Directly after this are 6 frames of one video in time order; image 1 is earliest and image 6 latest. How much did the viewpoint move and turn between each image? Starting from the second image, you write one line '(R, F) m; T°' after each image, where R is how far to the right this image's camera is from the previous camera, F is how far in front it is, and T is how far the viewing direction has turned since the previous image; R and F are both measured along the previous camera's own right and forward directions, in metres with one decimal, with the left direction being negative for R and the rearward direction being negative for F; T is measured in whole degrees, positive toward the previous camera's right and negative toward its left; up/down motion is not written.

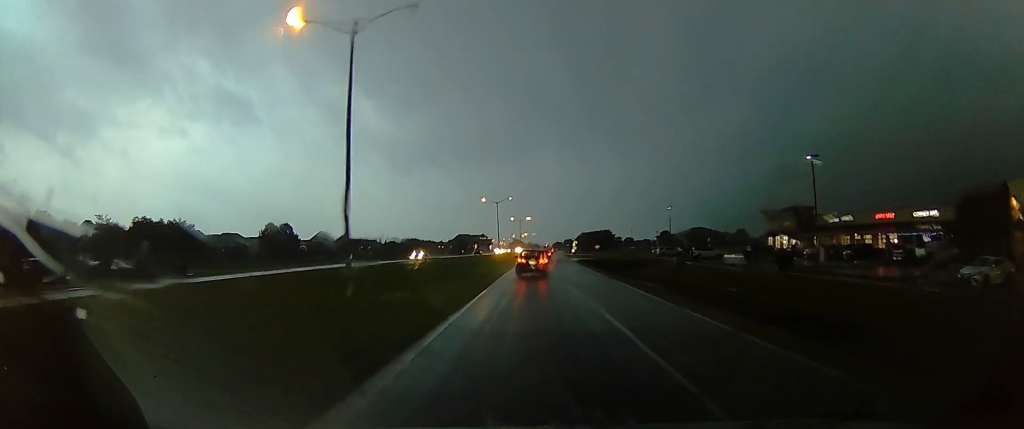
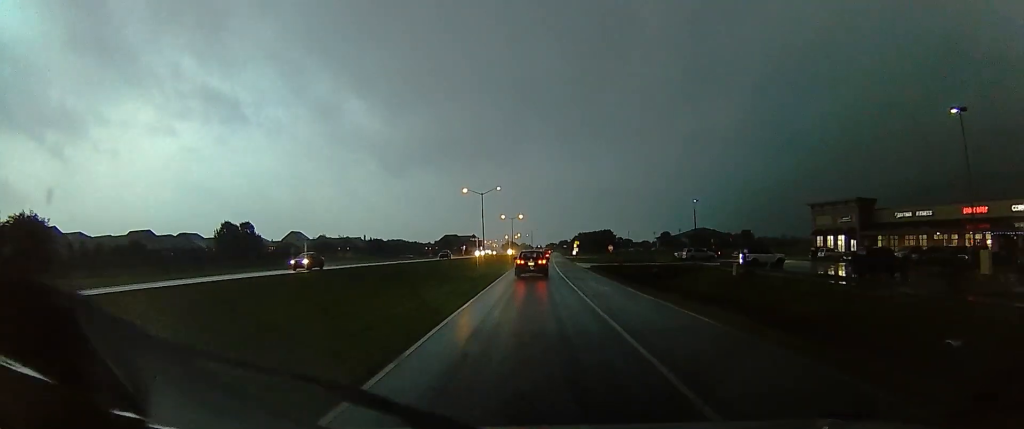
(+1.0, +21.6) m; -1°
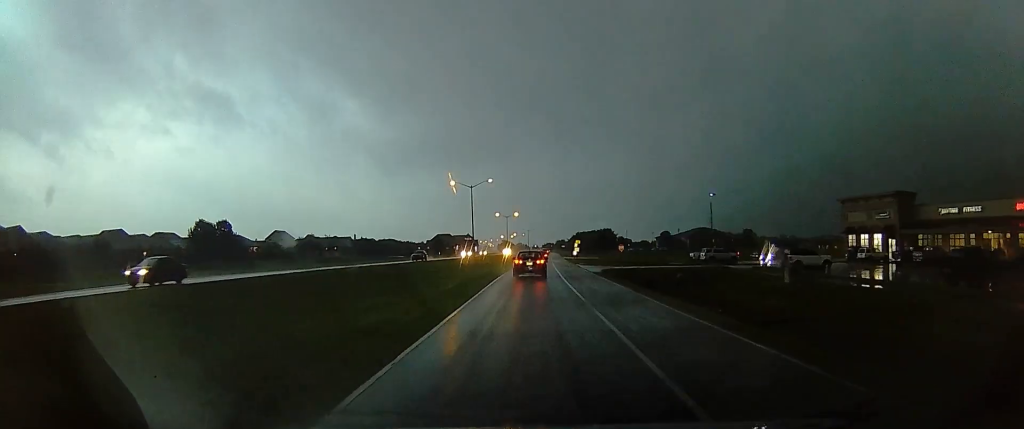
(-0.6, +10.8) m; -2°
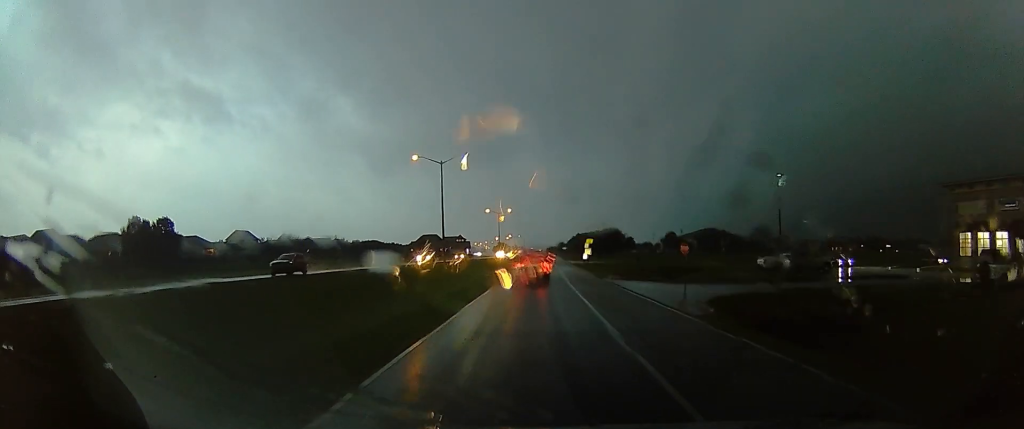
(-0.4, +24.2) m; -1°
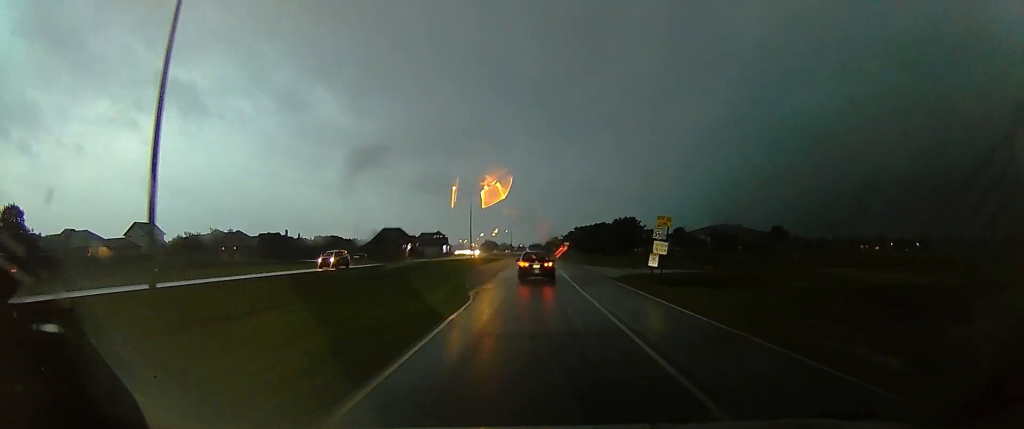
(+2.6, +44.9) m; +4°
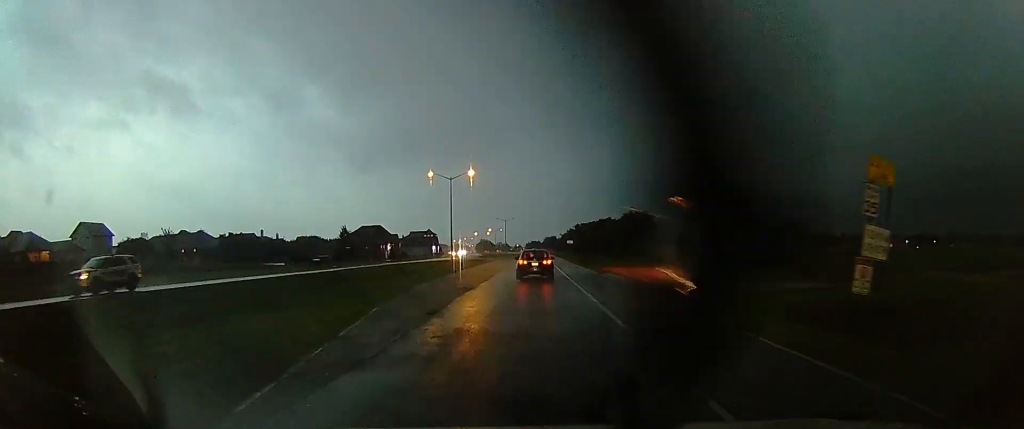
(-0.5, +18.6) m; 0°
